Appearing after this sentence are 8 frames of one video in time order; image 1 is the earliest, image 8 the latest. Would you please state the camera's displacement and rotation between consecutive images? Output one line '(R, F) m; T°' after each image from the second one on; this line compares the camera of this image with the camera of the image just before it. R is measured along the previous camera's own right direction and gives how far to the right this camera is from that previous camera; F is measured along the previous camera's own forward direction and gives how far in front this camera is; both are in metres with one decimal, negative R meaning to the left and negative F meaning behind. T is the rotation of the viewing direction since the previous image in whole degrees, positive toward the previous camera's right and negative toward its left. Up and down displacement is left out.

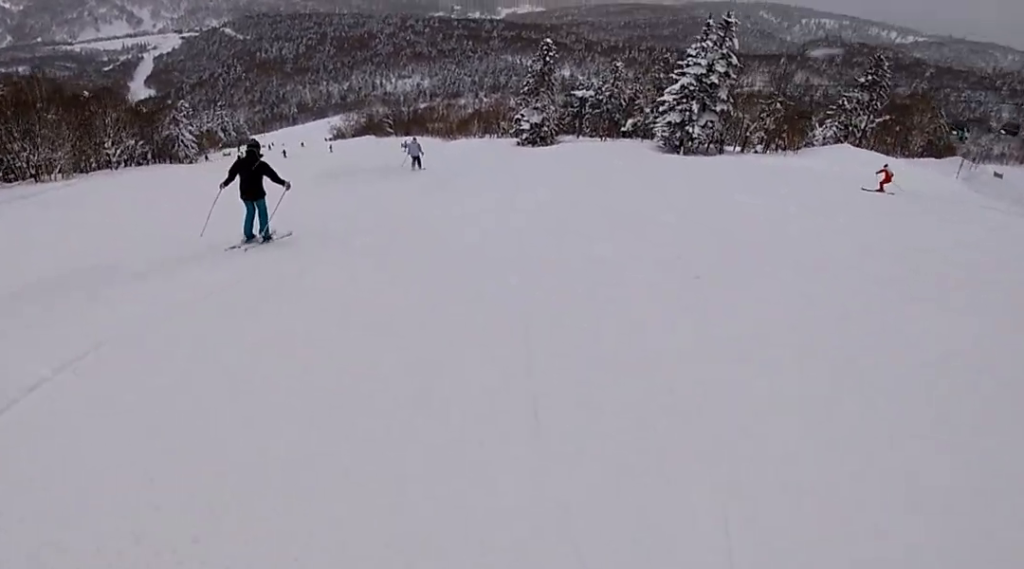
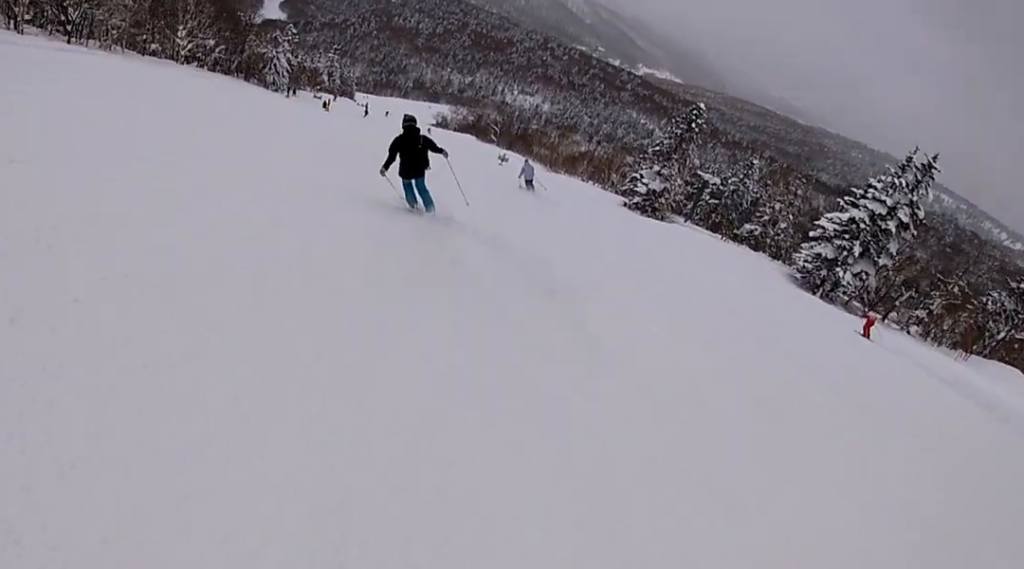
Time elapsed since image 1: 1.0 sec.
(-0.6, +10.3) m; -16°
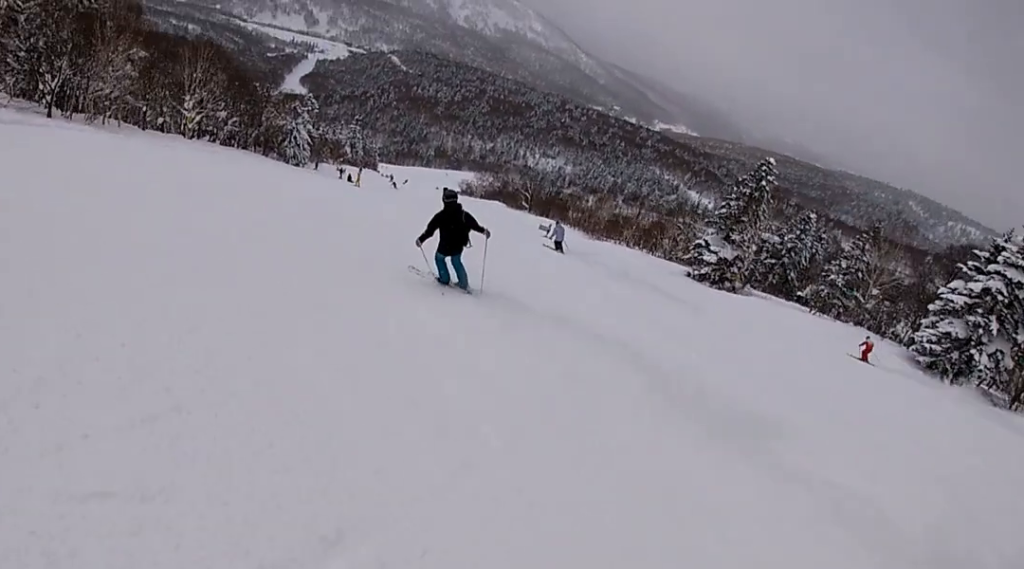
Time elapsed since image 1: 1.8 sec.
(-1.5, +7.7) m; -13°
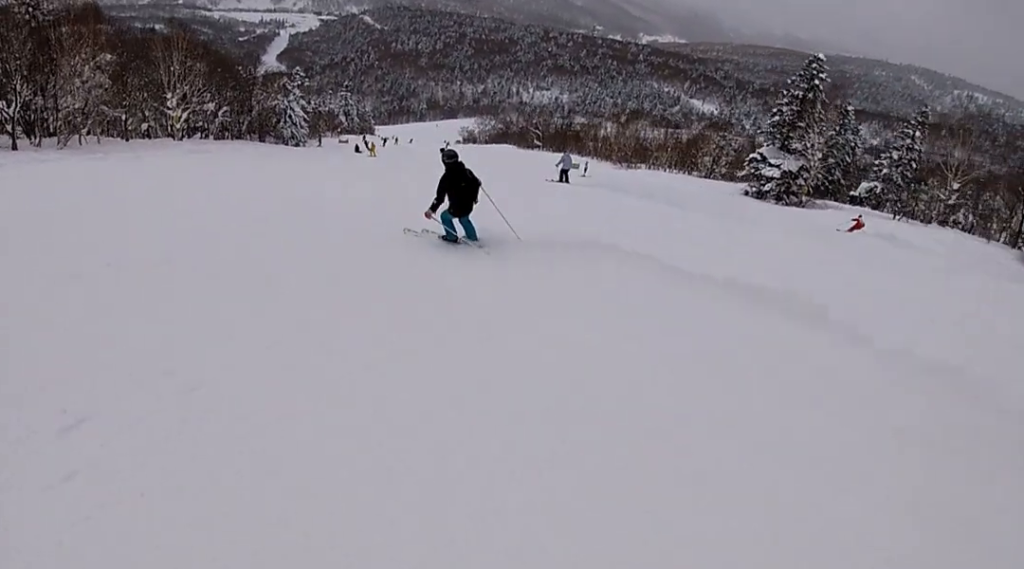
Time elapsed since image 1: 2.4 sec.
(-1.0, +5.8) m; -5°
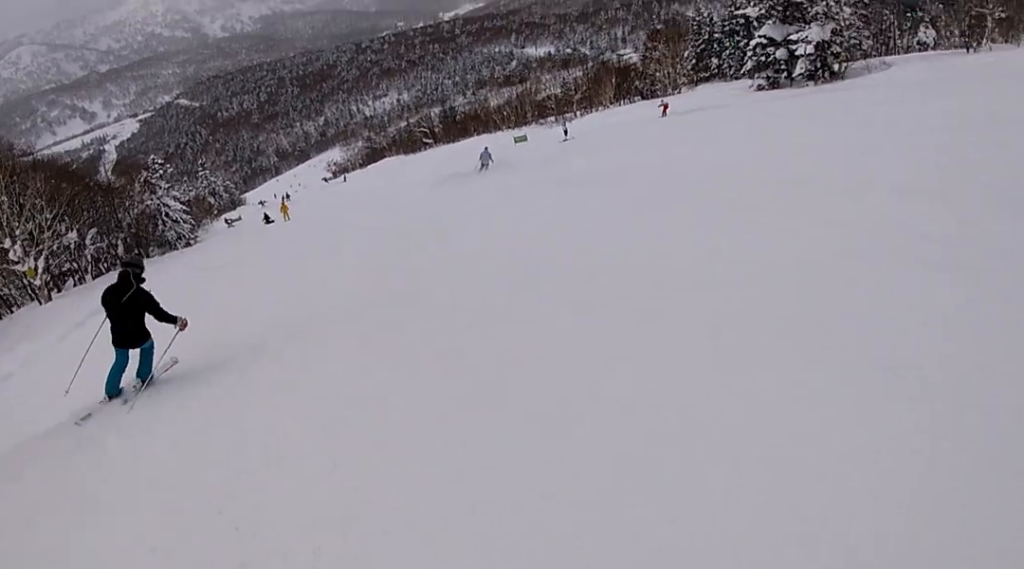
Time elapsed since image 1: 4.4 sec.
(+1.9, +17.7) m; +29°
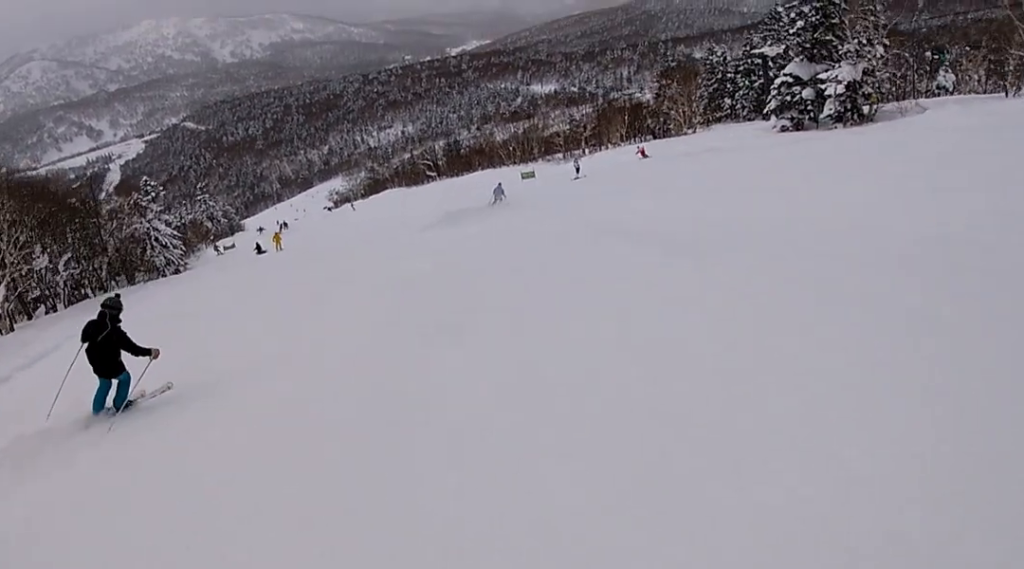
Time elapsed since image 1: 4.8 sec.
(+1.5, +3.7) m; +9°
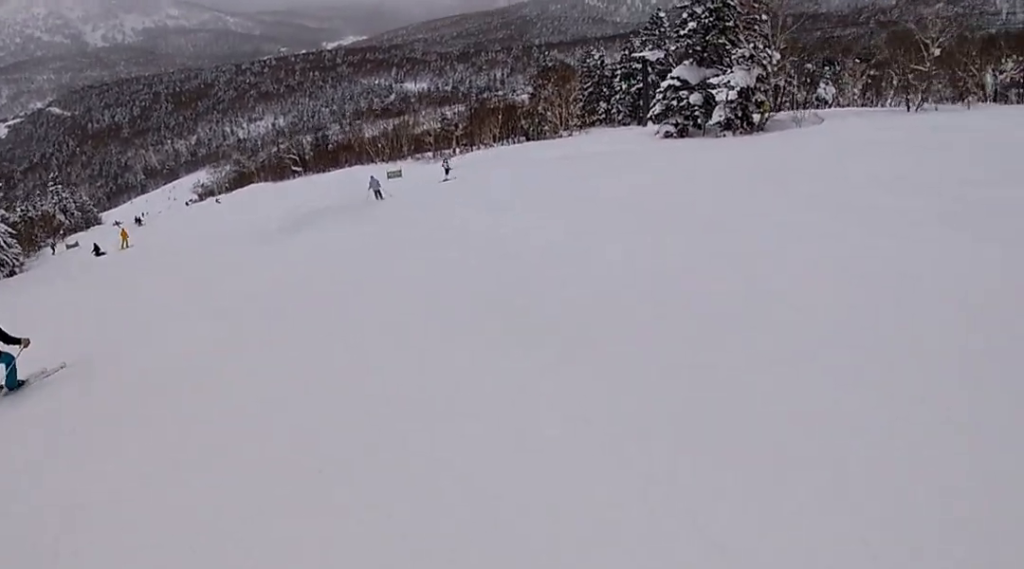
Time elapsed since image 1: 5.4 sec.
(+1.1, +5.3) m; +8°
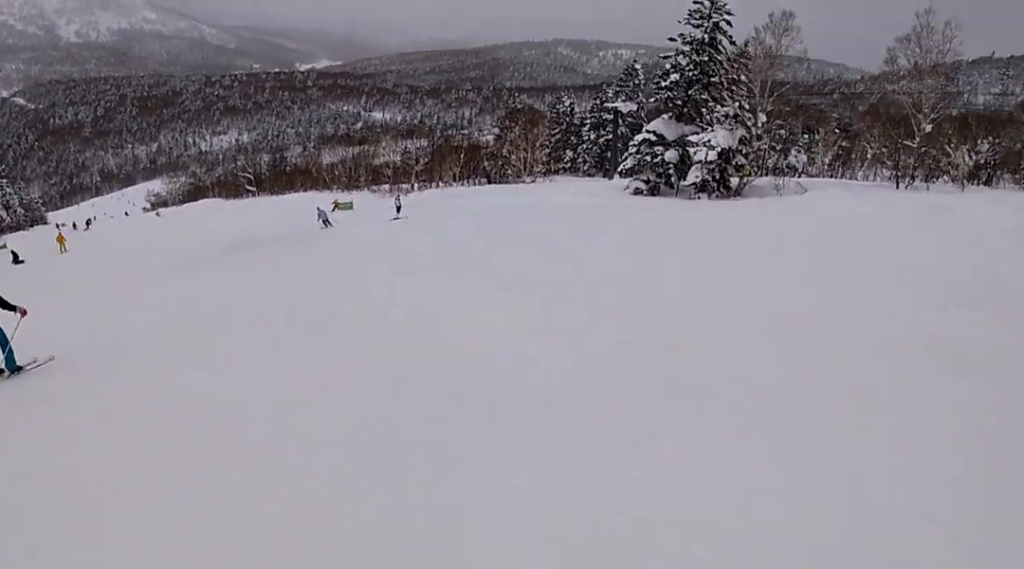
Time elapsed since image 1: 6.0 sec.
(-0.1, +4.7) m; -7°
